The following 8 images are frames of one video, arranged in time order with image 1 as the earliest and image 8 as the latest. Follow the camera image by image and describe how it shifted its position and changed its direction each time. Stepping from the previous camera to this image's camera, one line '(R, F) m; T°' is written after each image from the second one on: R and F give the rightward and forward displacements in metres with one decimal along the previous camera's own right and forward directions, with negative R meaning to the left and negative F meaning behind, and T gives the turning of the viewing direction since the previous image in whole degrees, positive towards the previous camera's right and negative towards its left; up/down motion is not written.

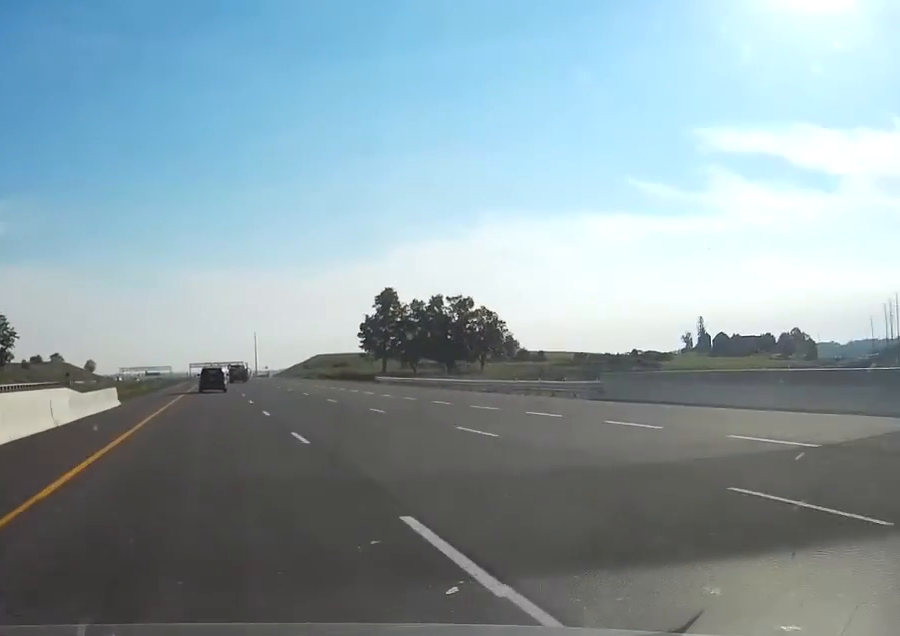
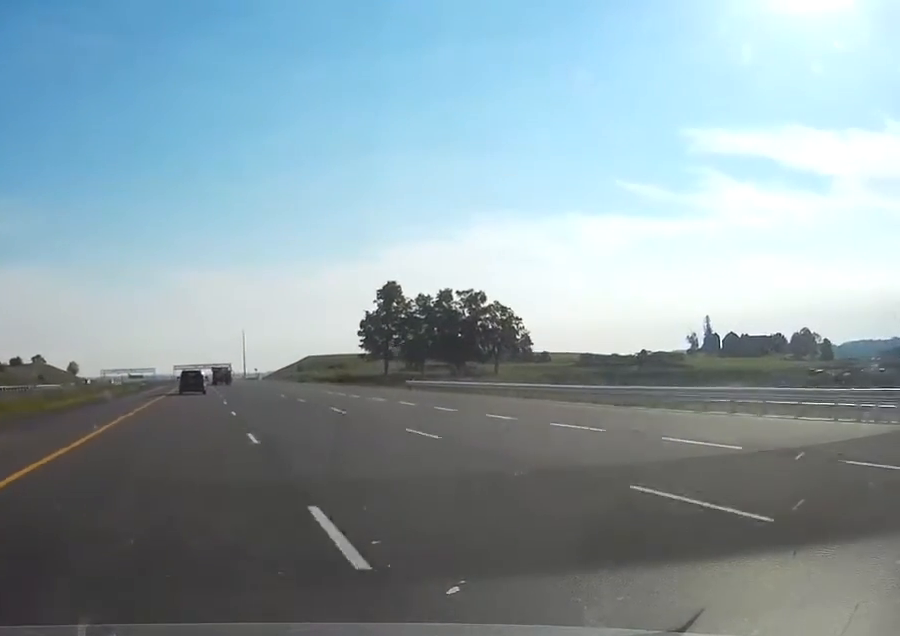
(0.0, +23.0) m; 0°
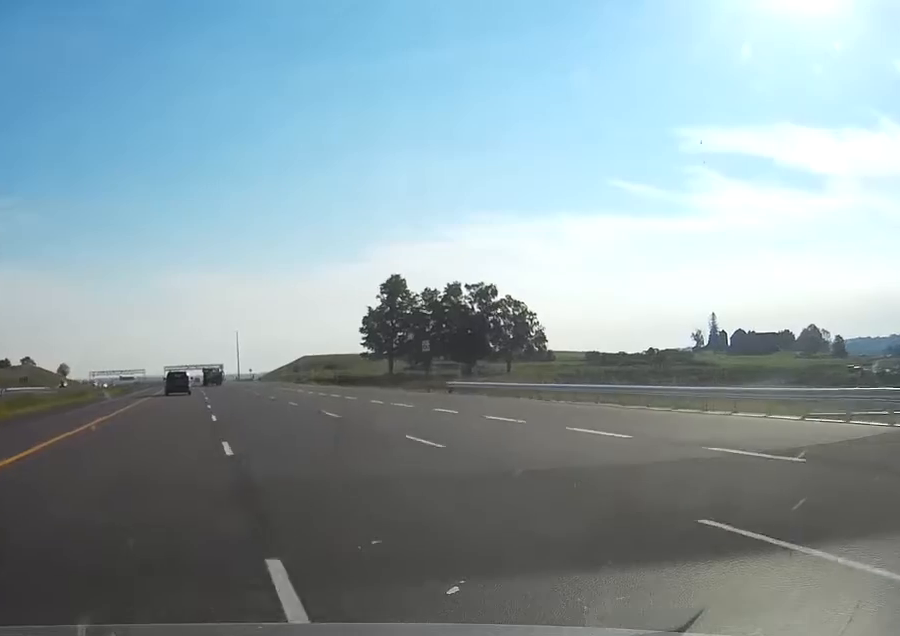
(0.0, +14.6) m; 0°
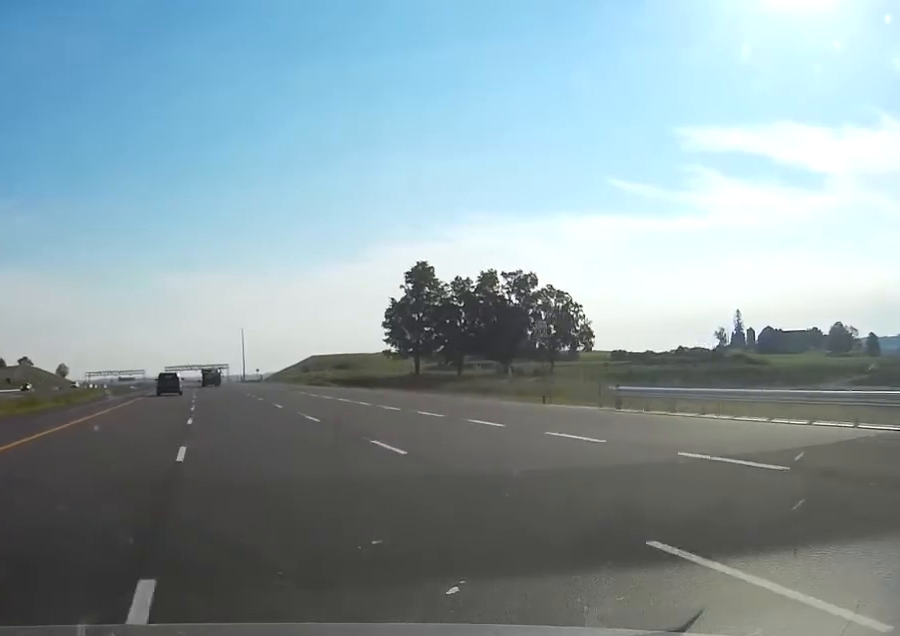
(+0.1, +24.3) m; +1°
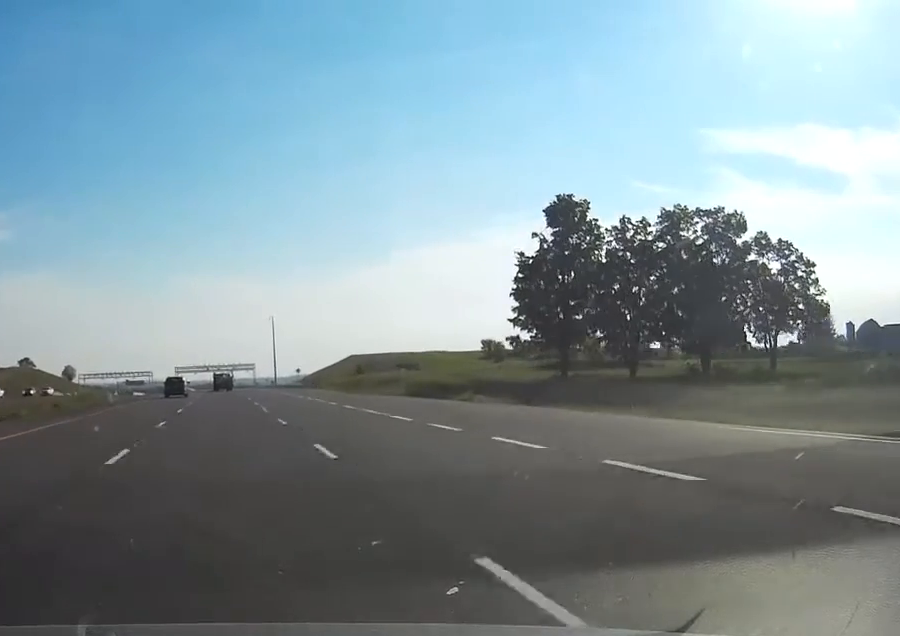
(-0.3, +70.8) m; -1°
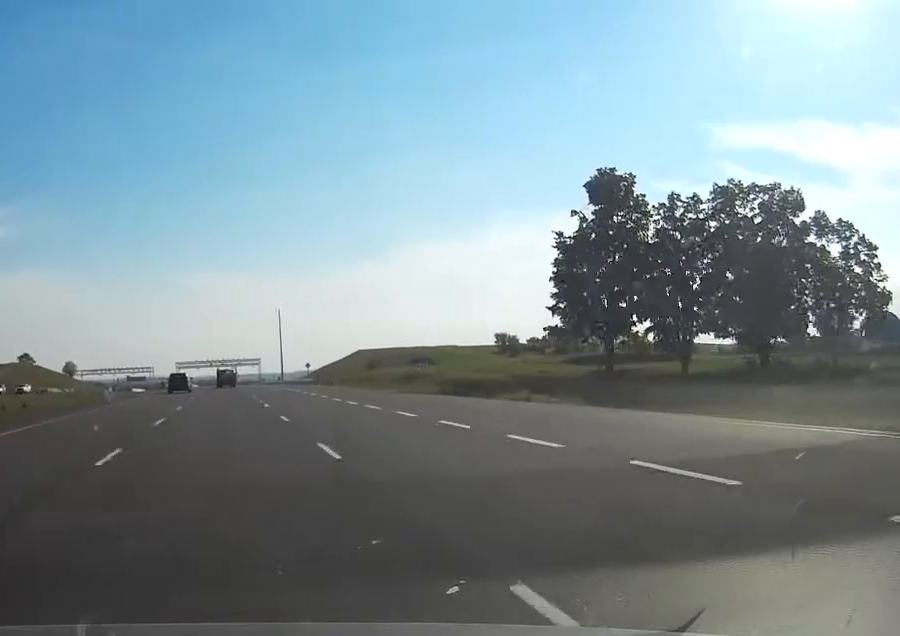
(0.0, +12.9) m; 0°
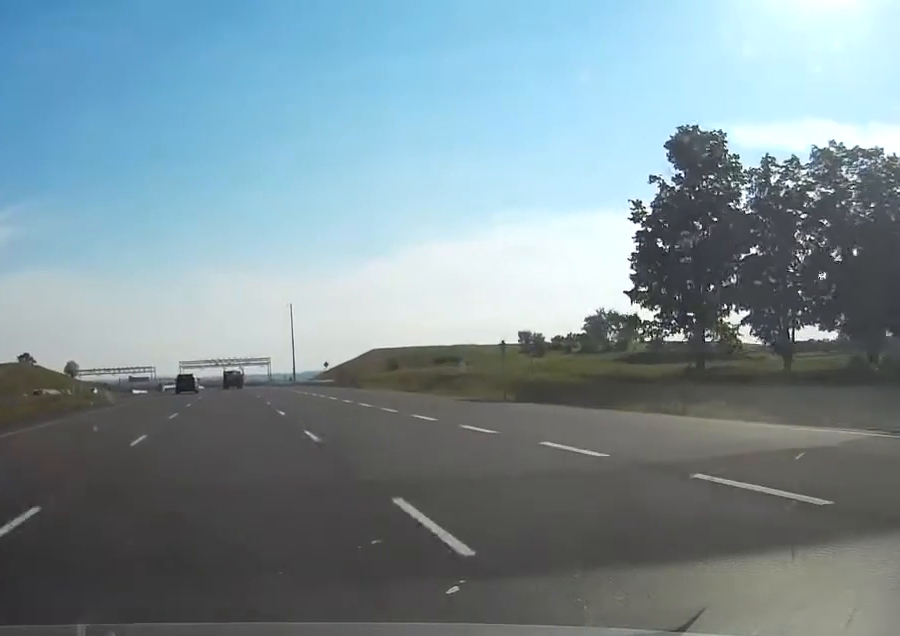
(0.0, +19.5) m; 0°
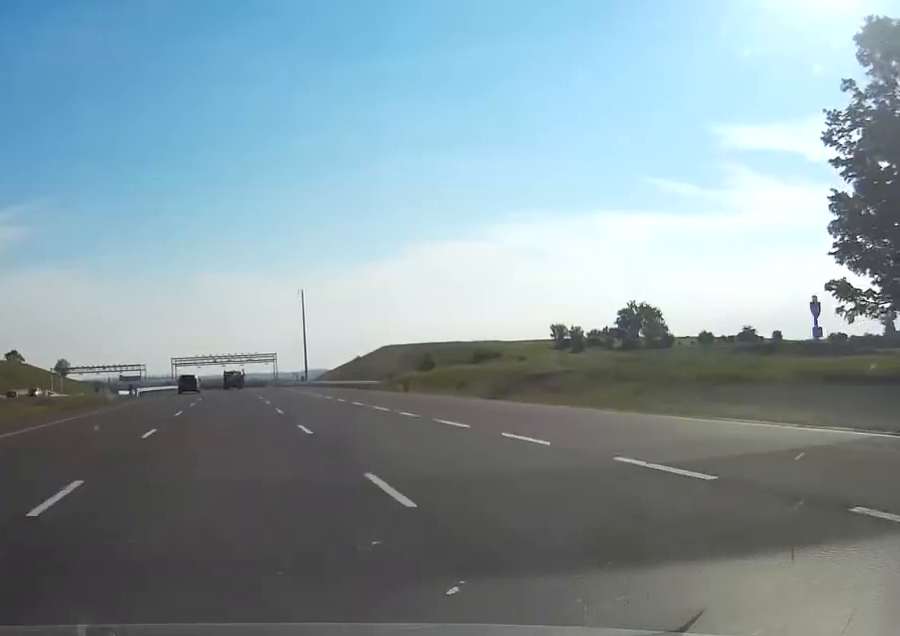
(0.0, +33.1) m; 0°
